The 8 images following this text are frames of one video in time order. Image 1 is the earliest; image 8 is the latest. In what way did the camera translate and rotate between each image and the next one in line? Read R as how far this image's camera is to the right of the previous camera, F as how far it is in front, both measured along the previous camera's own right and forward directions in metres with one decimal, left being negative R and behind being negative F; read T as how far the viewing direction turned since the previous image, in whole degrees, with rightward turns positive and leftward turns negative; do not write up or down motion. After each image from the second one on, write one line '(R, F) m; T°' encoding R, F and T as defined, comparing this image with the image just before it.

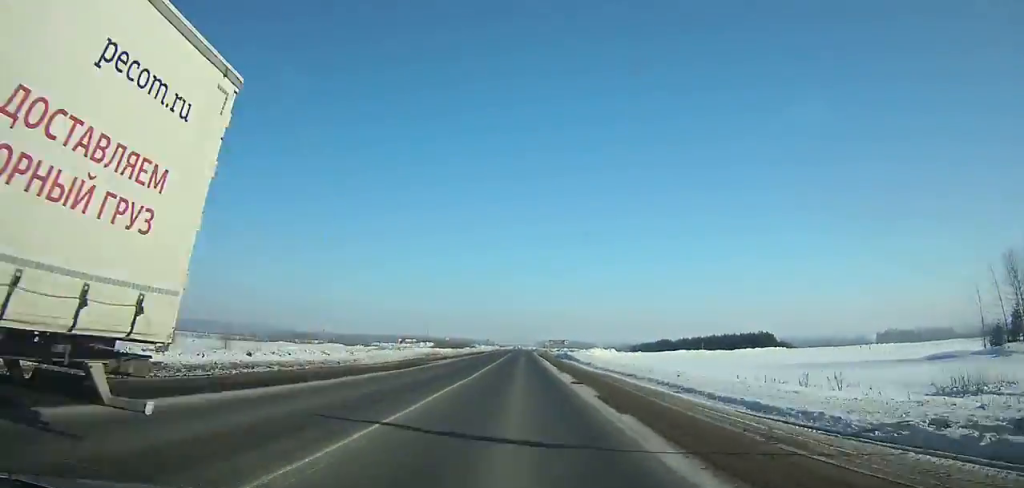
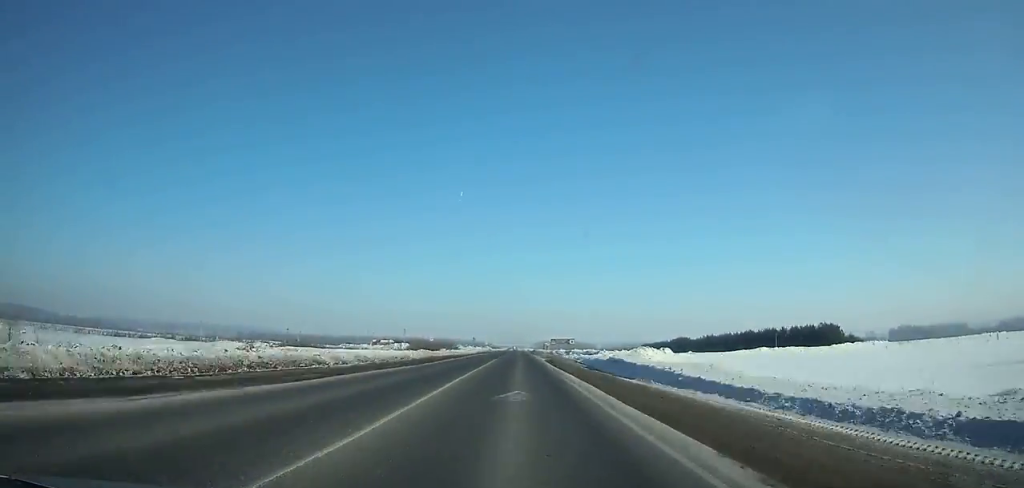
(-0.1, +43.4) m; 0°
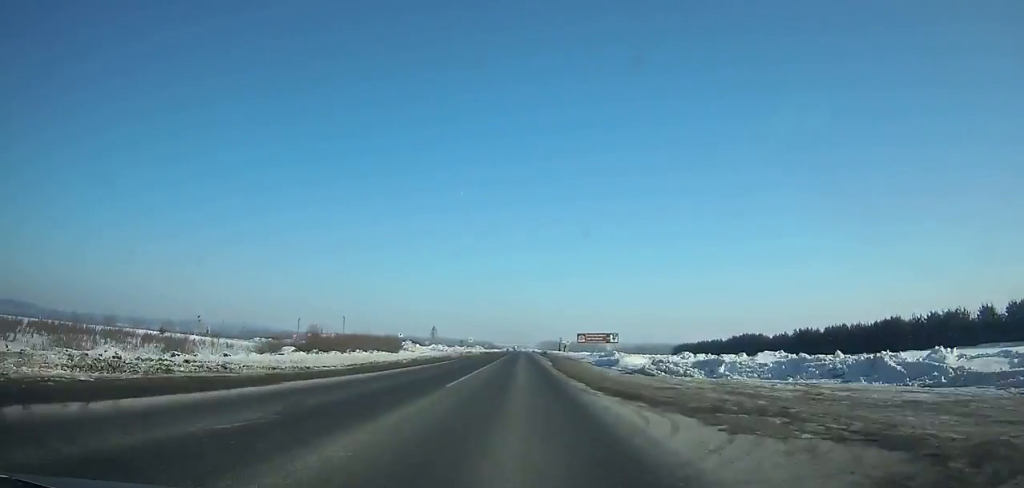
(0.0, +80.2) m; 0°
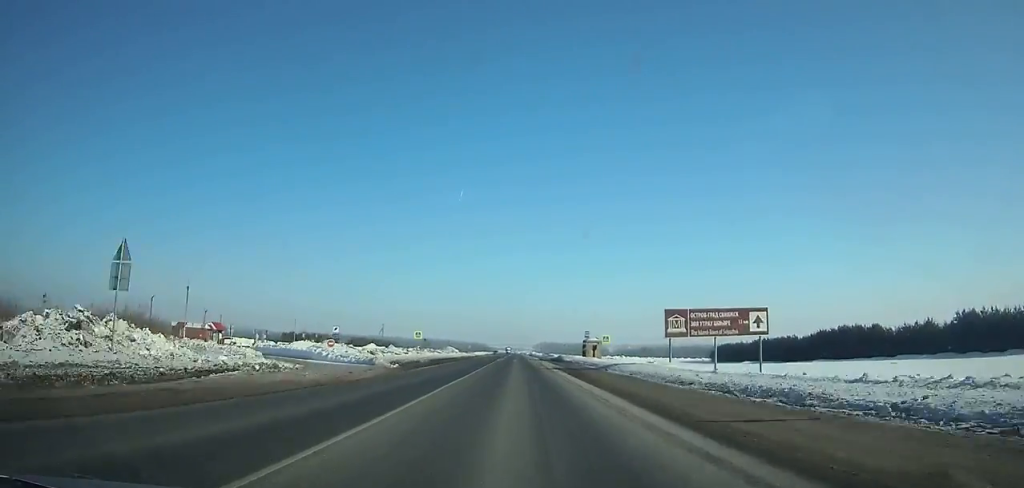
(0.0, +68.1) m; 0°
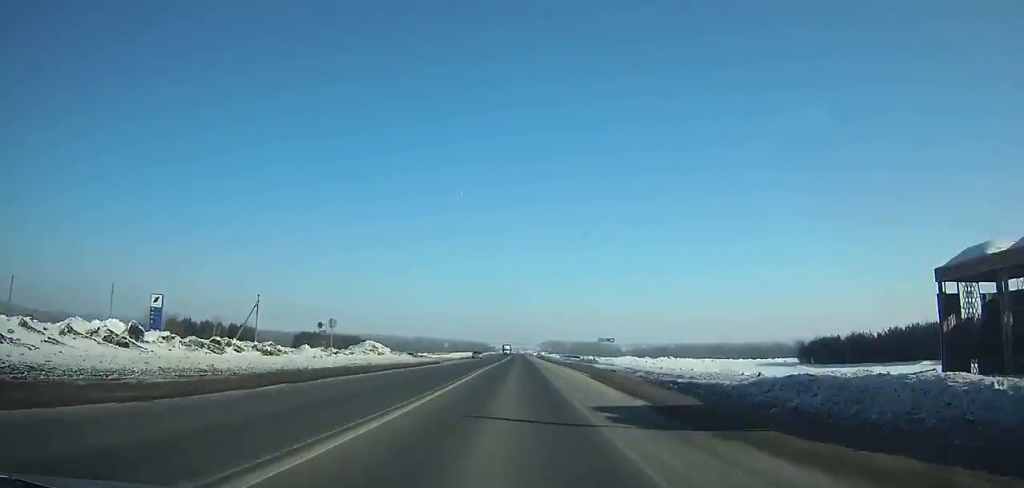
(-0.1, +73.6) m; 0°
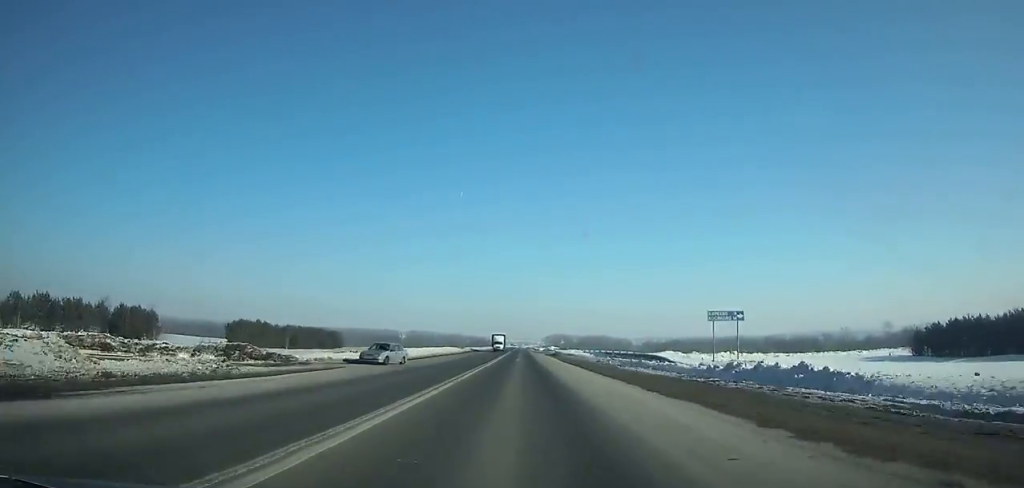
(-0.1, +50.9) m; 0°
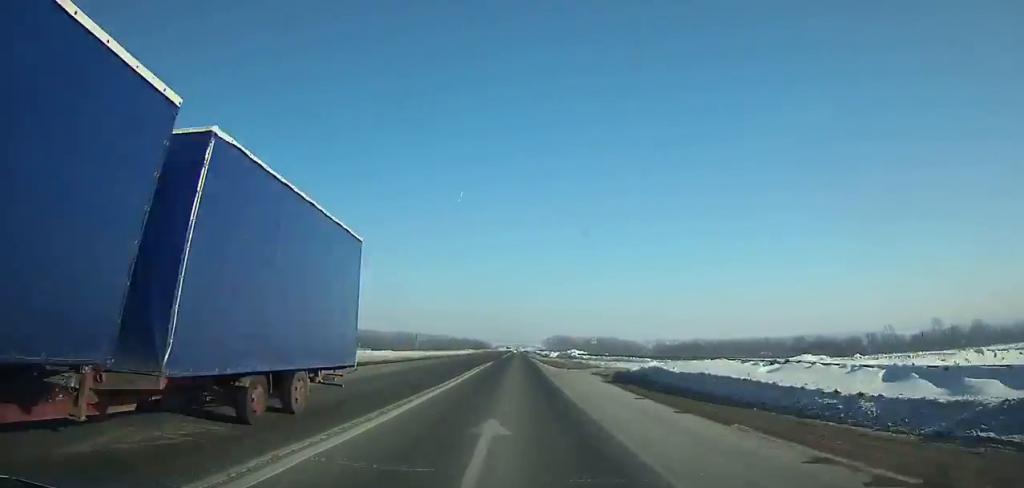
(+0.1, +71.6) m; 0°
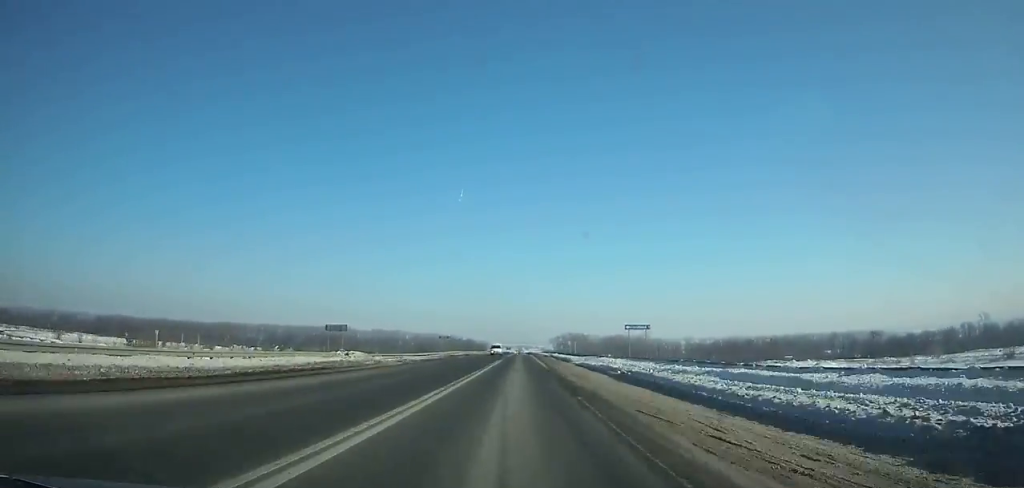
(-0.1, +104.6) m; 0°
